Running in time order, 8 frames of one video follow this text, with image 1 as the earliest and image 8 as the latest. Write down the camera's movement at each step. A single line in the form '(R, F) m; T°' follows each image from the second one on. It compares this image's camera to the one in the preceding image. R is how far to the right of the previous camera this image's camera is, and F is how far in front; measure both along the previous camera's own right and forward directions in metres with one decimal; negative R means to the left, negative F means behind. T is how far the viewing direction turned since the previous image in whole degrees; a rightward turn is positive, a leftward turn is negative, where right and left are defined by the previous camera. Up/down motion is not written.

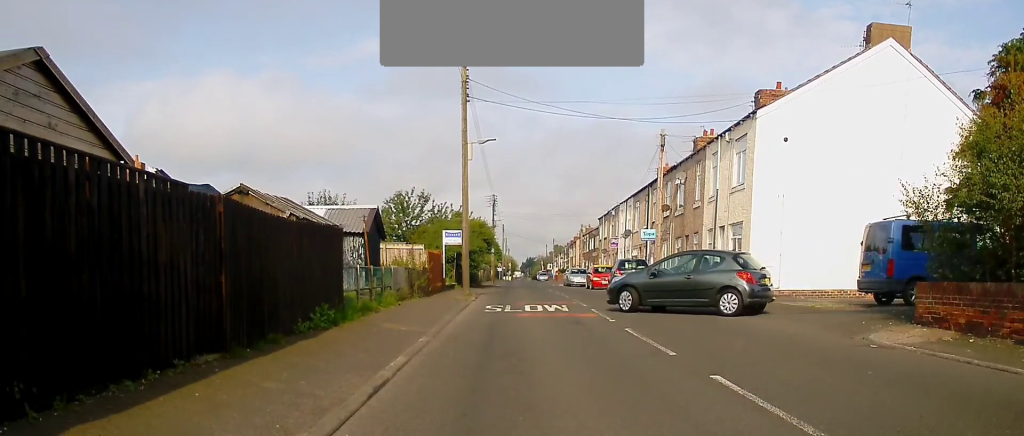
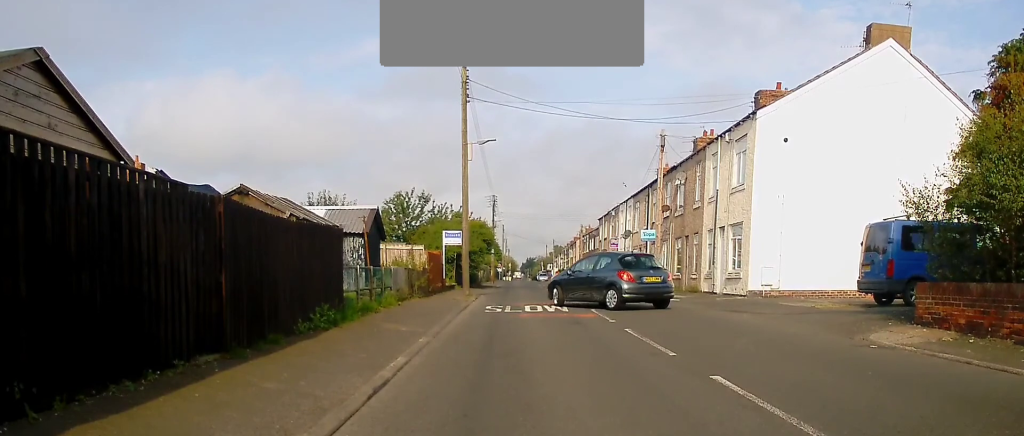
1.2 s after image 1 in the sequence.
(0.0, 0.0) m; 0°
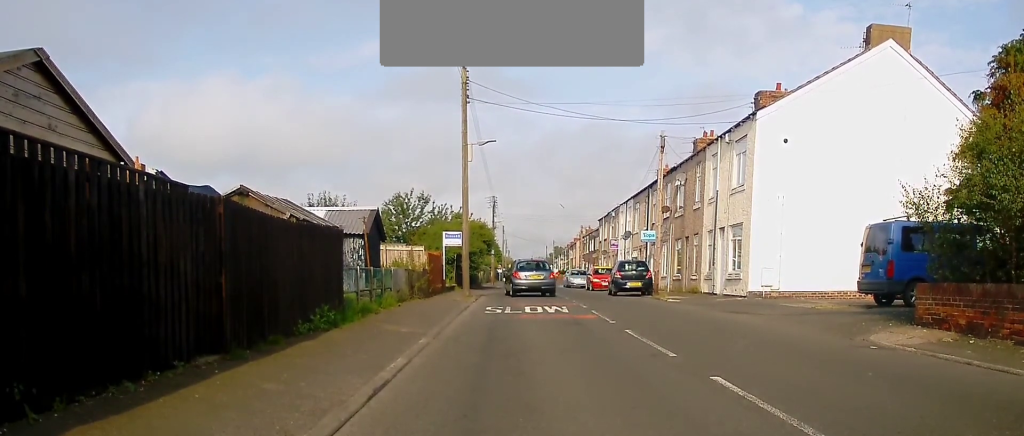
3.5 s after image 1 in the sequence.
(0.0, 0.0) m; 0°
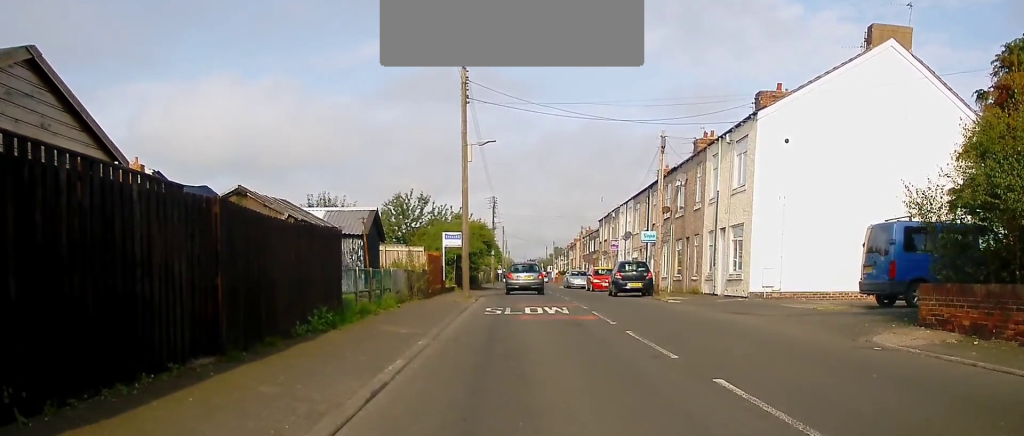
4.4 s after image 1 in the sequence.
(0.0, 0.0) m; 0°
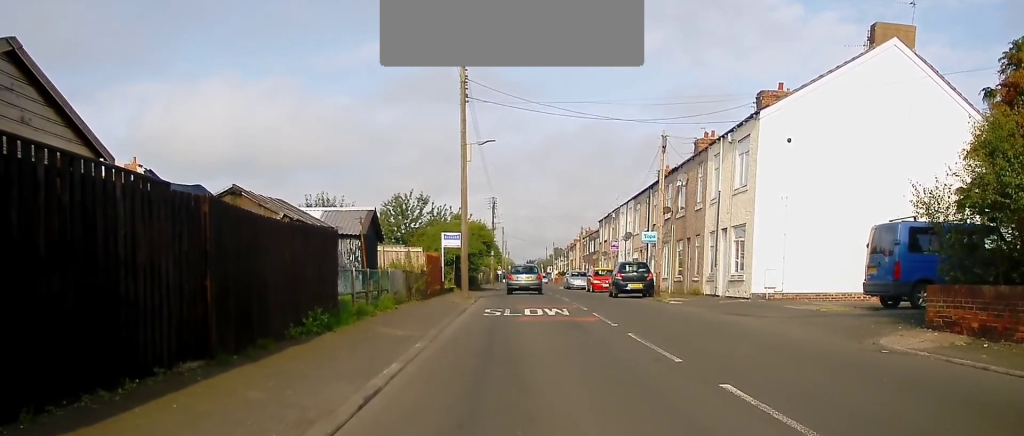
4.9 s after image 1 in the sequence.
(0.0, +0.1) m; 0°
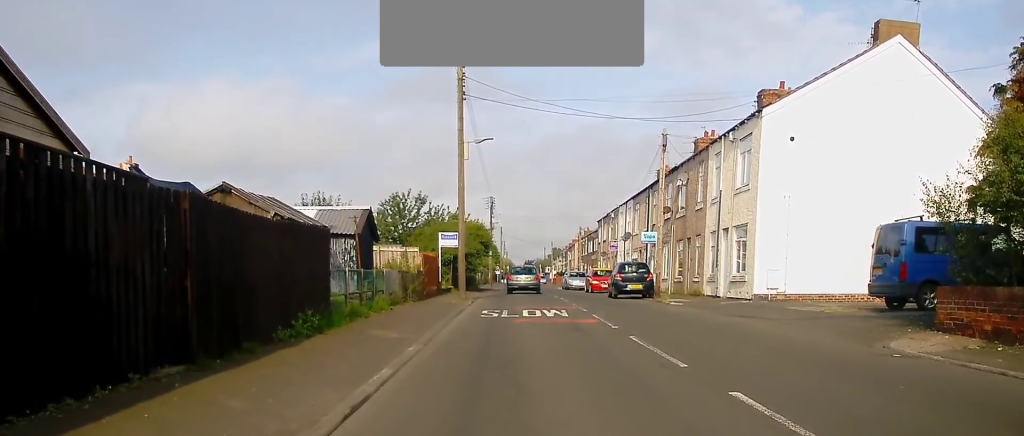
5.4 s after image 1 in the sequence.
(0.0, +0.1) m; 0°
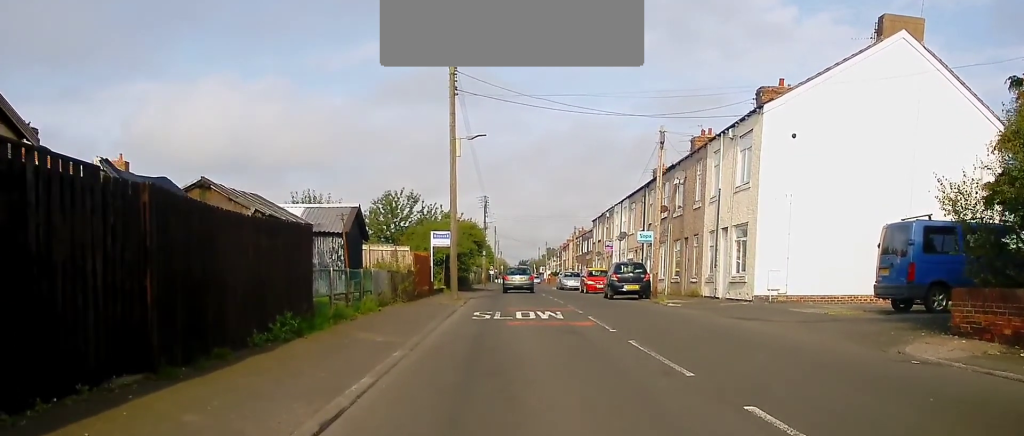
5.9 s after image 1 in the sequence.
(0.0, +0.4) m; 0°
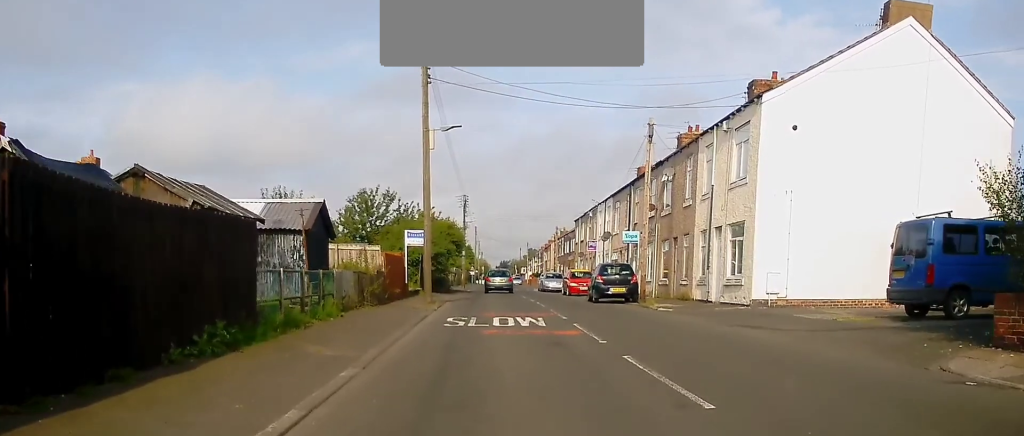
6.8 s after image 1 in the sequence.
(0.0, +1.2) m; +5°
